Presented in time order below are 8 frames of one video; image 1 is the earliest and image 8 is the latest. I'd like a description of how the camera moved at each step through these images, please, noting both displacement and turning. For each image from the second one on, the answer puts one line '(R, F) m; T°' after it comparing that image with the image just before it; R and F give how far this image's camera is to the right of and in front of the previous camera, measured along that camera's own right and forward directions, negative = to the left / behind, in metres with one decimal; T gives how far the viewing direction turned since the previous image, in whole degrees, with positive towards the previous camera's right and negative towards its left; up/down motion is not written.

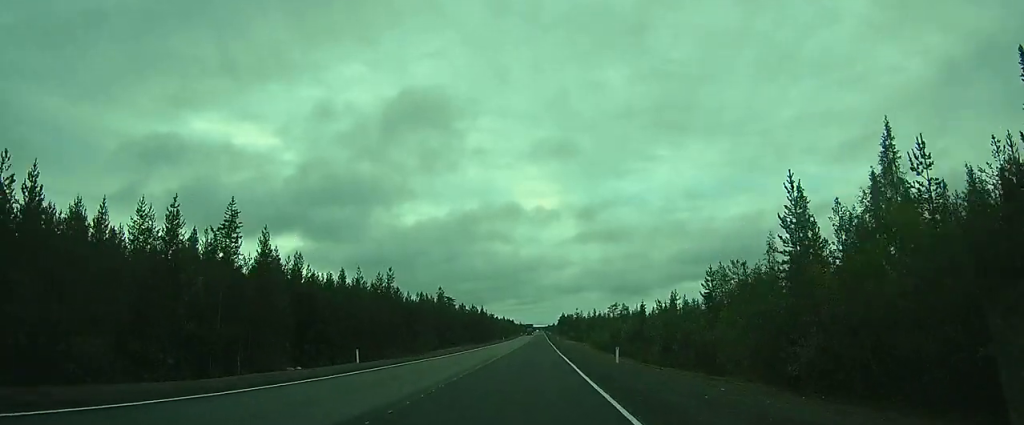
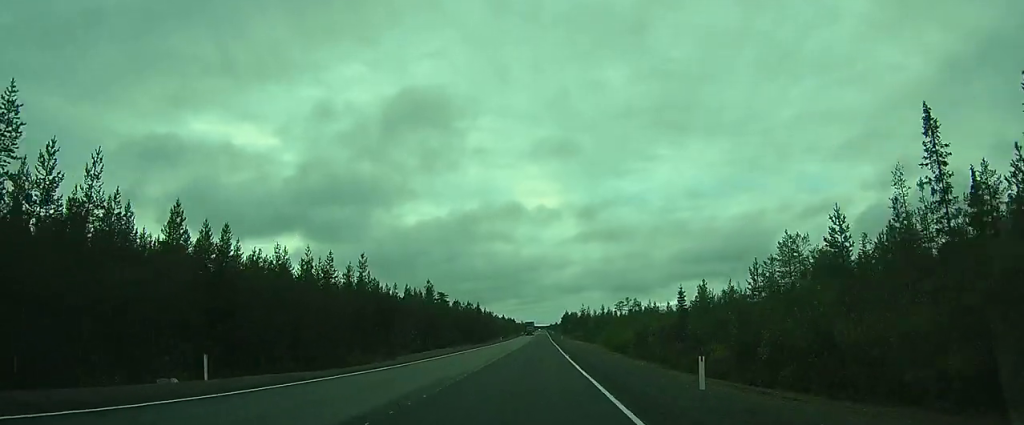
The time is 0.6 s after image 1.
(0.0, +13.7) m; 0°
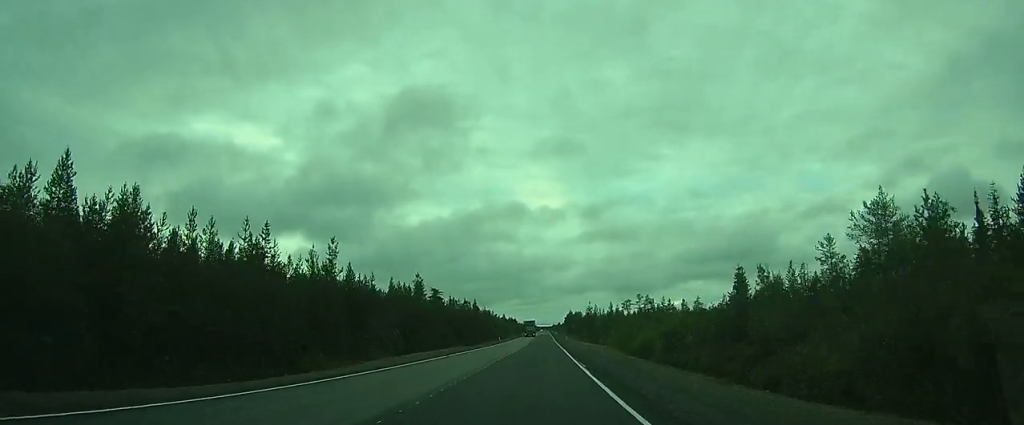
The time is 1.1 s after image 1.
(0.0, +10.8) m; 0°
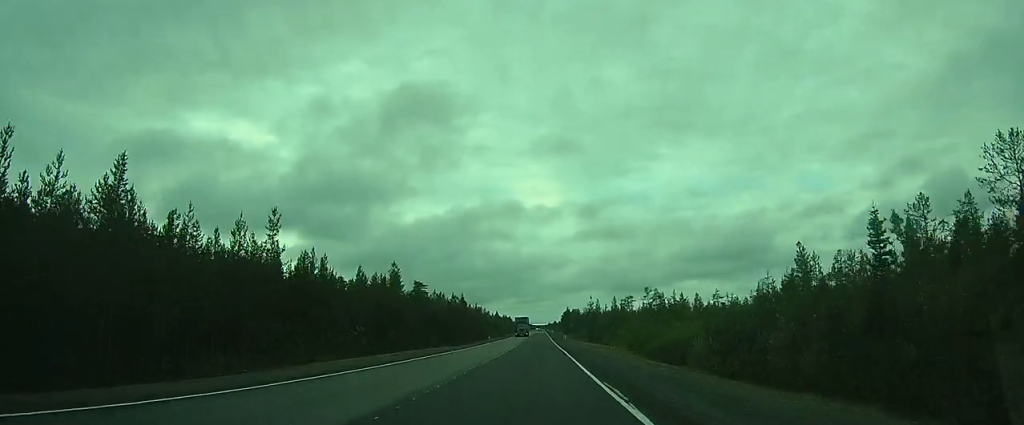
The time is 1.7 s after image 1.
(0.0, +12.3) m; 0°
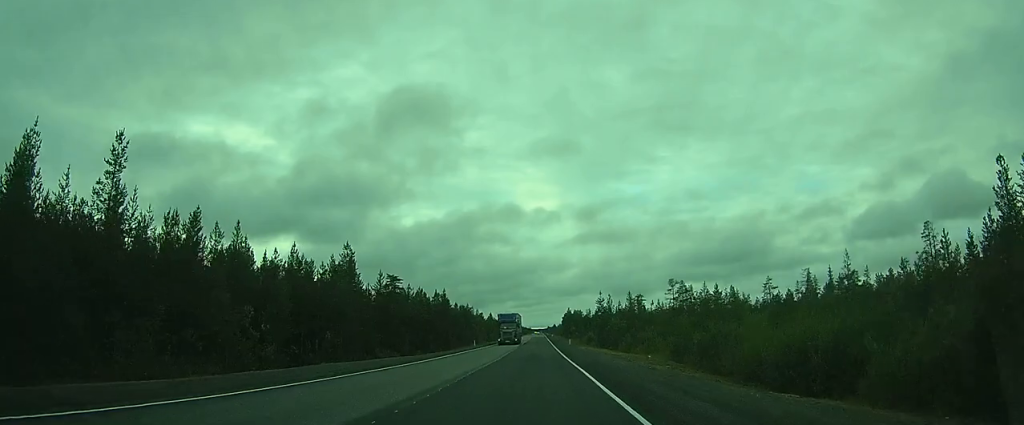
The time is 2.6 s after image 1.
(0.0, +18.8) m; 0°
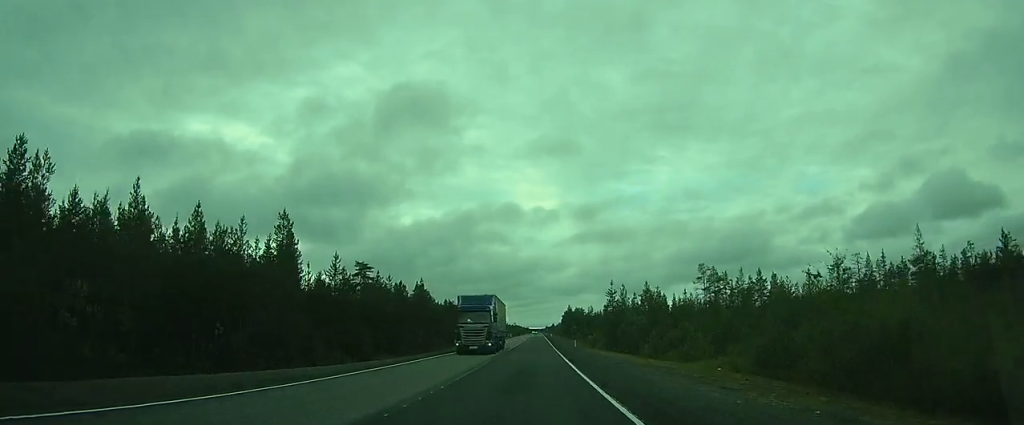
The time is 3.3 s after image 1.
(+0.1, +15.1) m; 0°
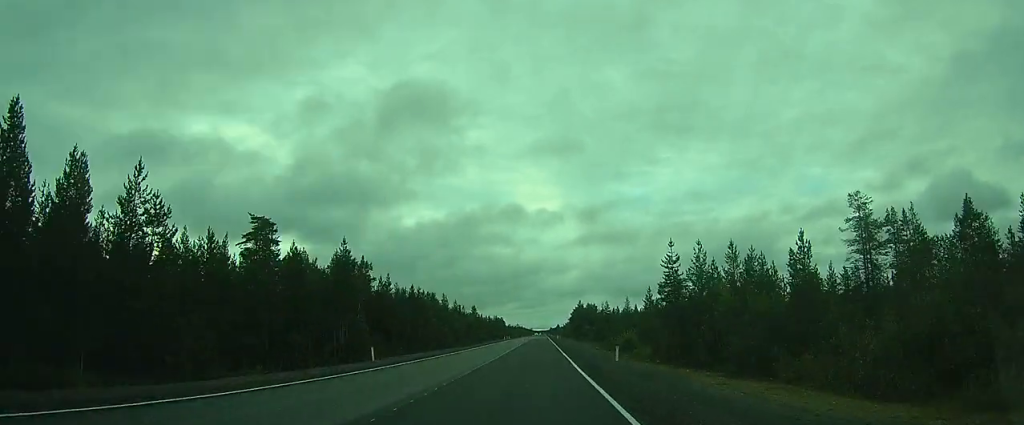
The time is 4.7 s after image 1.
(+0.2, +30.1) m; 0°
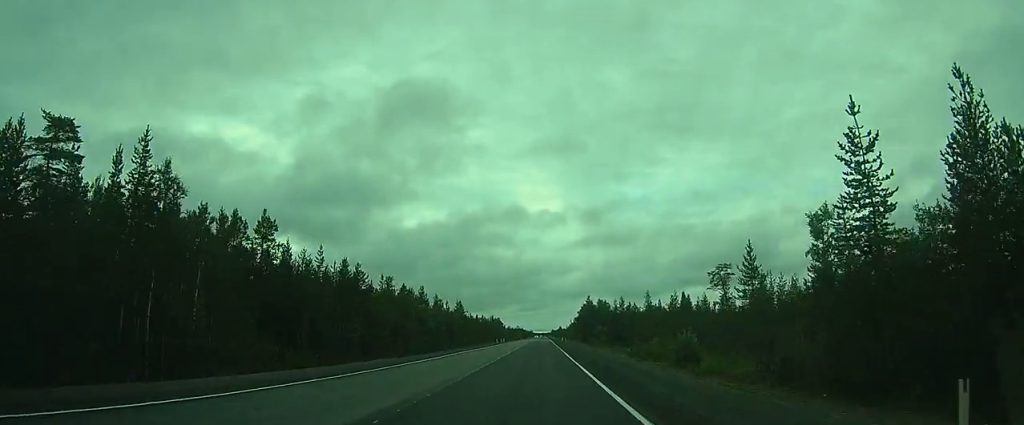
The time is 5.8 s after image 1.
(0.0, +23.6) m; 0°
